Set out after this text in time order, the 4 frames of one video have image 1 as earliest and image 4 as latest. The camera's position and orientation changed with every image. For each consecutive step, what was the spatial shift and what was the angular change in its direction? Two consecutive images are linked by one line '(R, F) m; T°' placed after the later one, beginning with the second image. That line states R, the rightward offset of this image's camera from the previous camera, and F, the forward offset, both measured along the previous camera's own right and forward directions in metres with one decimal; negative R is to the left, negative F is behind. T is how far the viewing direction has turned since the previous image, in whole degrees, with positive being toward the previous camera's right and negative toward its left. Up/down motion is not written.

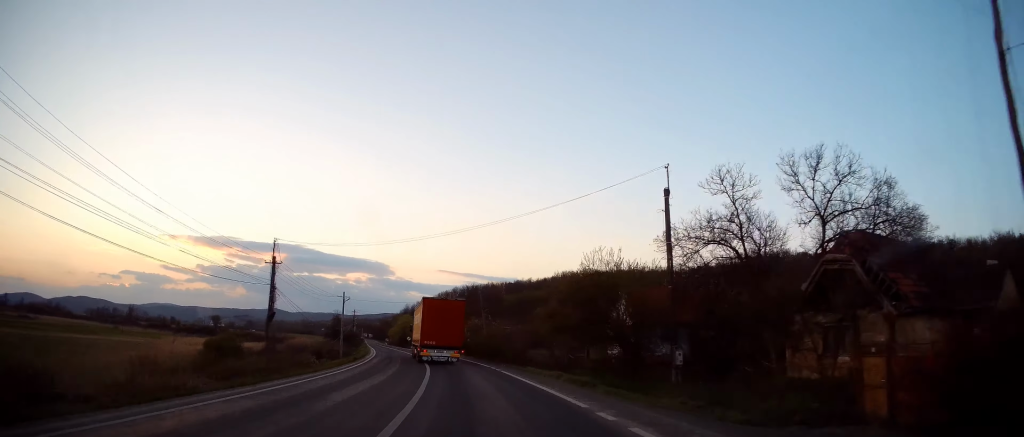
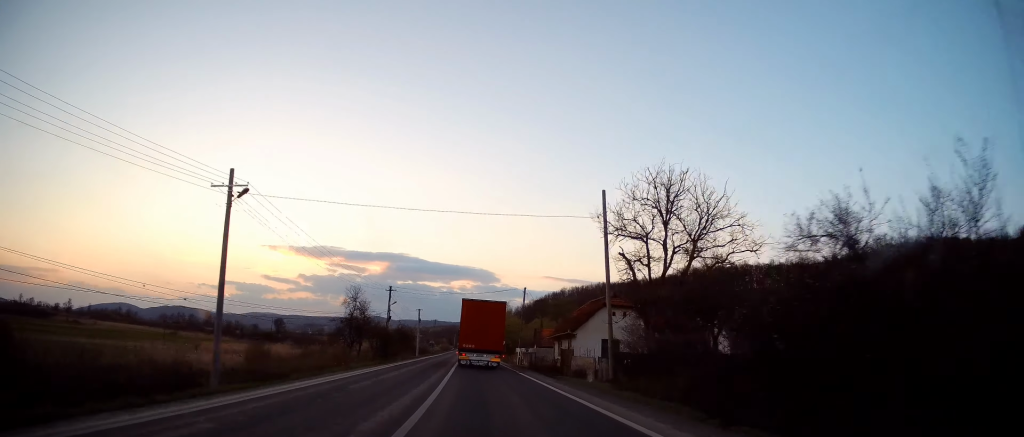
(-4.9, +50.1) m; -11°
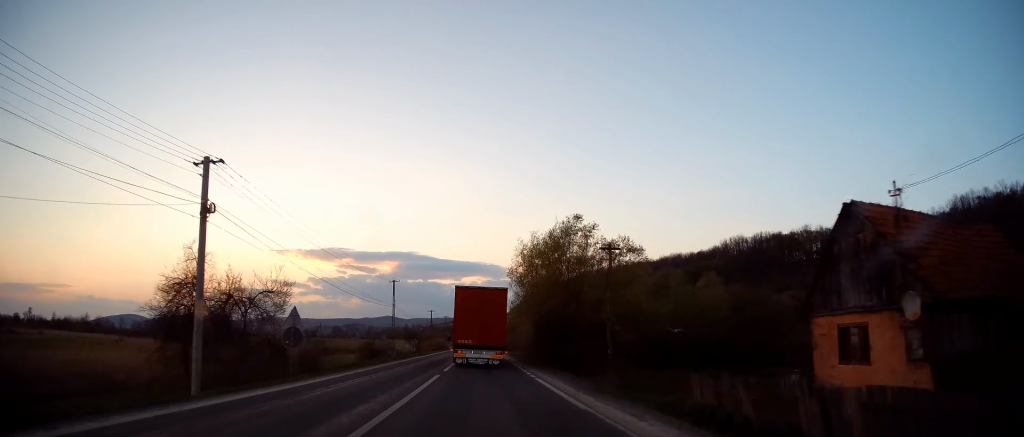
(-4.1, +70.4) m; -4°
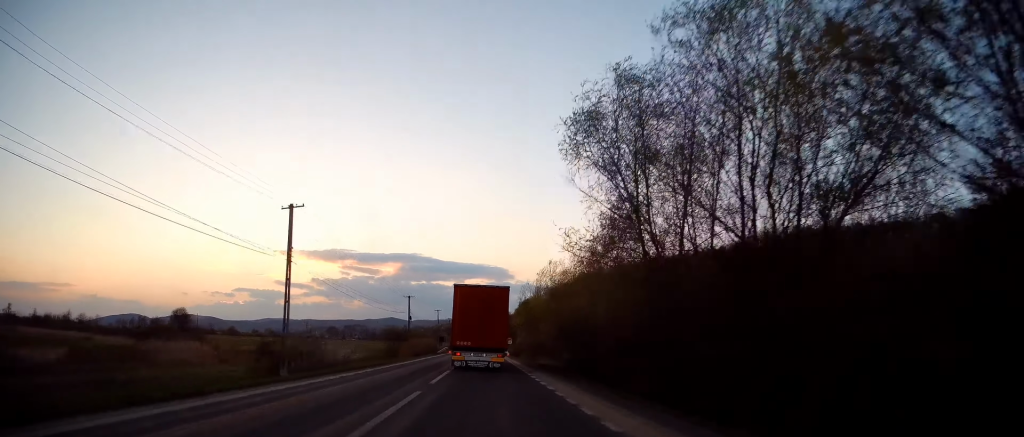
(-0.7, +30.5) m; -1°
